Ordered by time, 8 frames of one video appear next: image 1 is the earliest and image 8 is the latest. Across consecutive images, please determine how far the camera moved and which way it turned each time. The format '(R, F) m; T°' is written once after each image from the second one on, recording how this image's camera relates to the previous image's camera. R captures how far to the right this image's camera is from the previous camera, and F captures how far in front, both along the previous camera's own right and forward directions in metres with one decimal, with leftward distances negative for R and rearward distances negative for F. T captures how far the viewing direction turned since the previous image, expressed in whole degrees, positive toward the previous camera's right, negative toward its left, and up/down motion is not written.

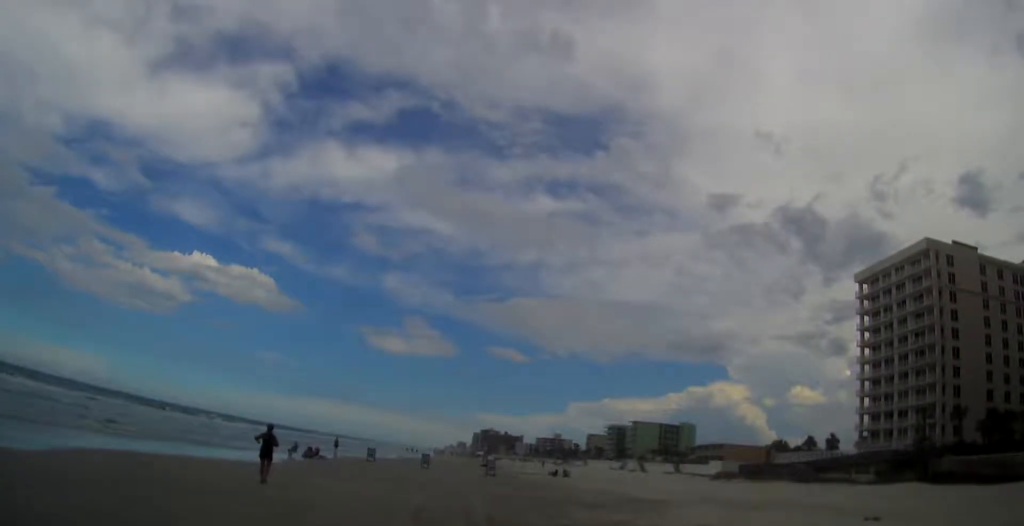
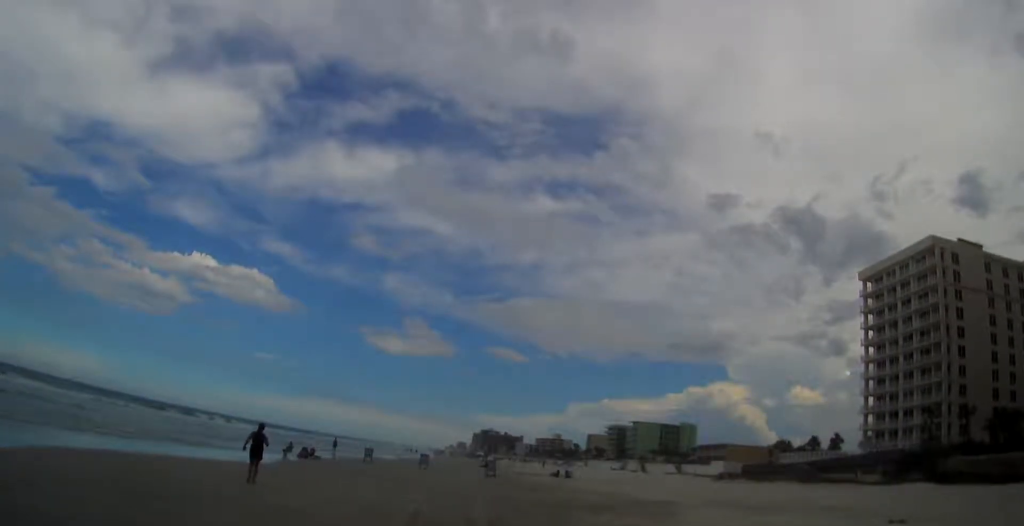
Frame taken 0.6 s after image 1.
(+0.1, +1.4) m; +3°
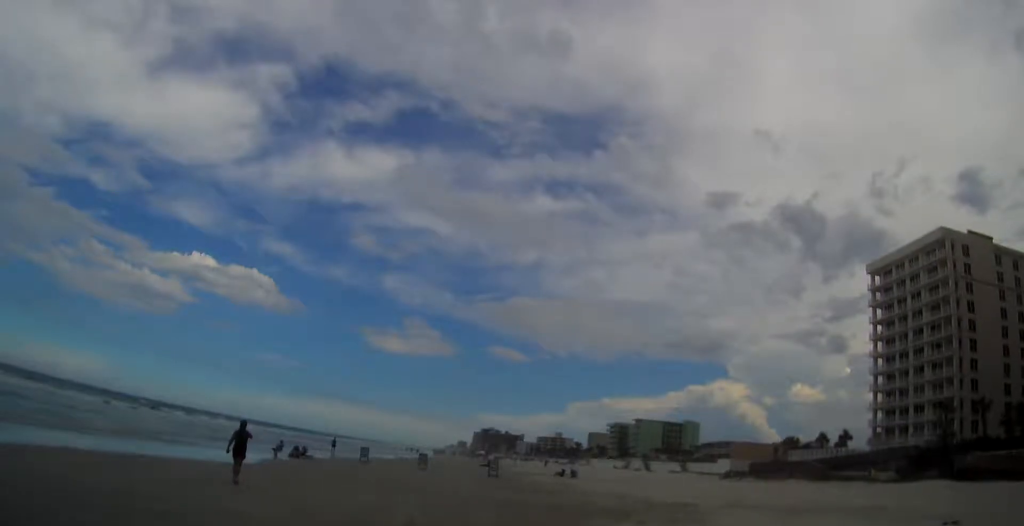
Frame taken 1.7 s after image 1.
(+0.1, +2.6) m; +1°
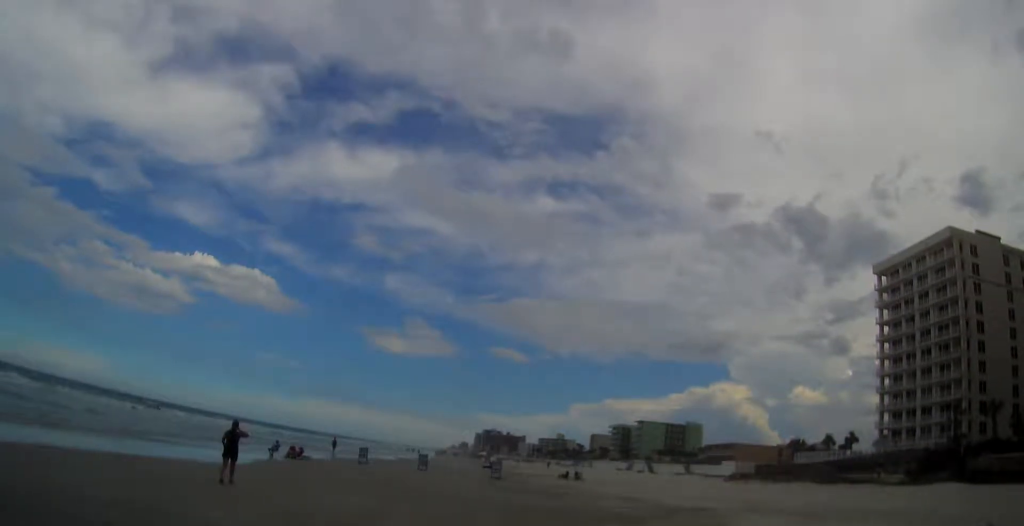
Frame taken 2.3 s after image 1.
(0.0, +1.4) m; -1°
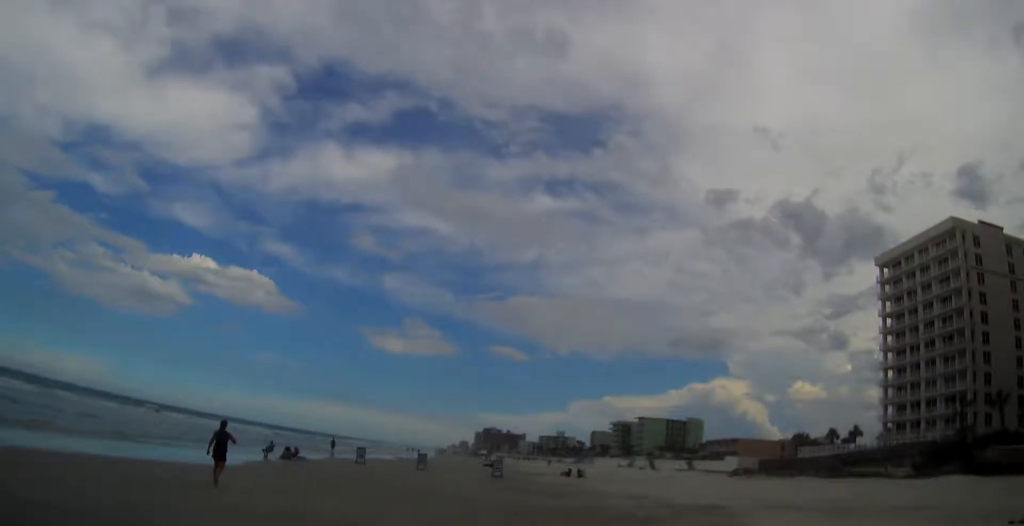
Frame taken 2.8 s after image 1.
(0.0, +1.2) m; -1°
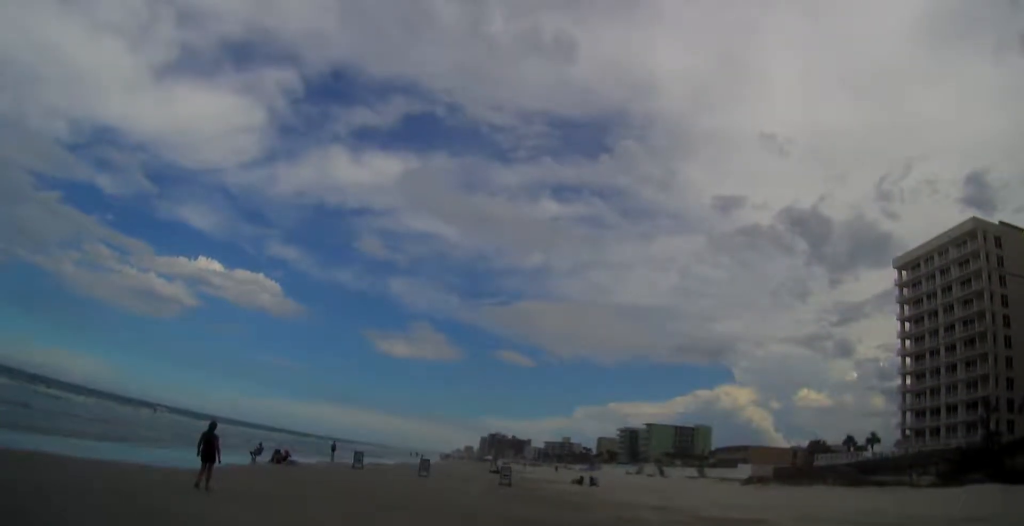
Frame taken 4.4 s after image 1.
(0.0, +3.2) m; +1°
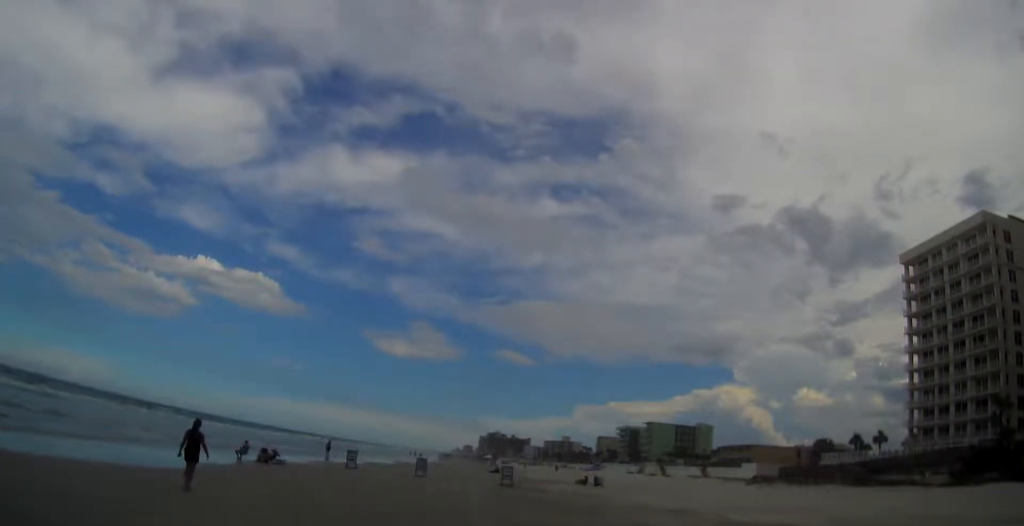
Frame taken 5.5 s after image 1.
(+0.1, +2.2) m; 0°
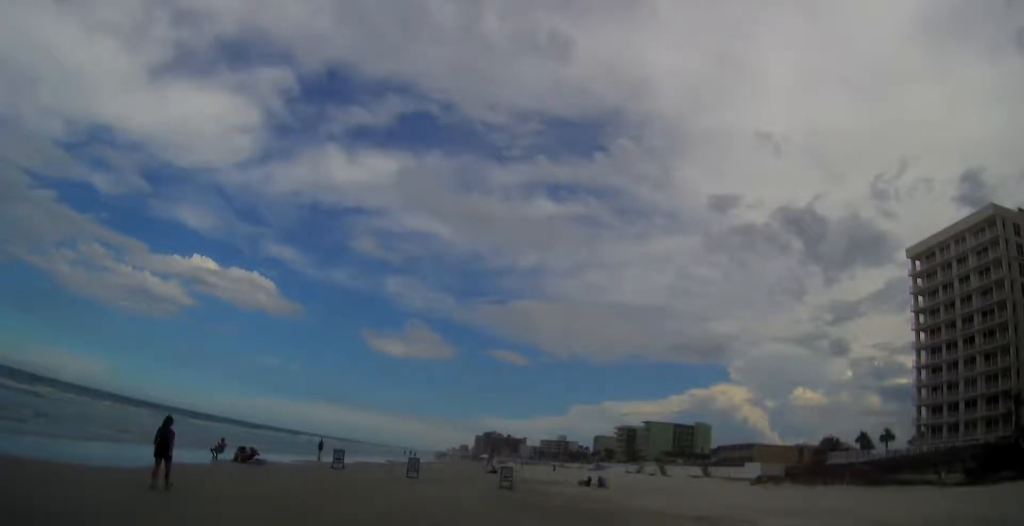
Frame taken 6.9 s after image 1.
(-0.2, +2.9) m; -2°
